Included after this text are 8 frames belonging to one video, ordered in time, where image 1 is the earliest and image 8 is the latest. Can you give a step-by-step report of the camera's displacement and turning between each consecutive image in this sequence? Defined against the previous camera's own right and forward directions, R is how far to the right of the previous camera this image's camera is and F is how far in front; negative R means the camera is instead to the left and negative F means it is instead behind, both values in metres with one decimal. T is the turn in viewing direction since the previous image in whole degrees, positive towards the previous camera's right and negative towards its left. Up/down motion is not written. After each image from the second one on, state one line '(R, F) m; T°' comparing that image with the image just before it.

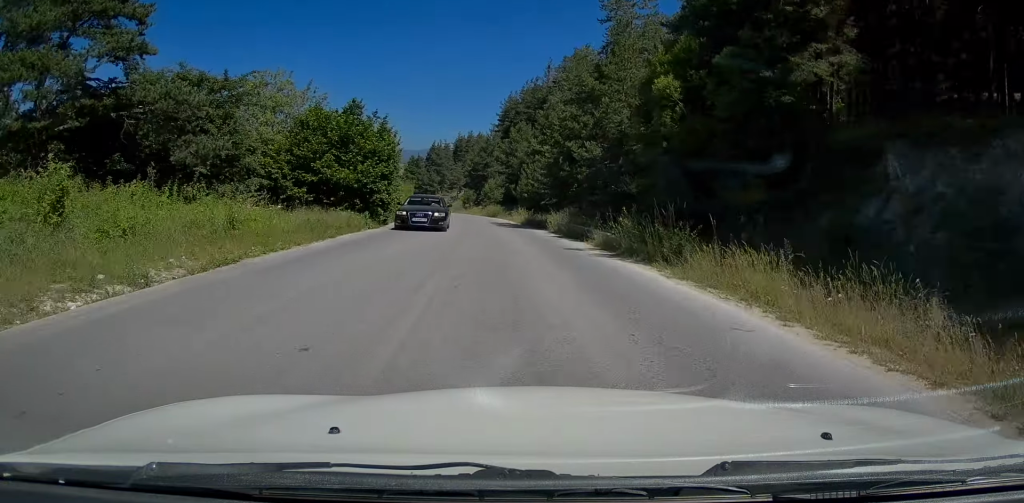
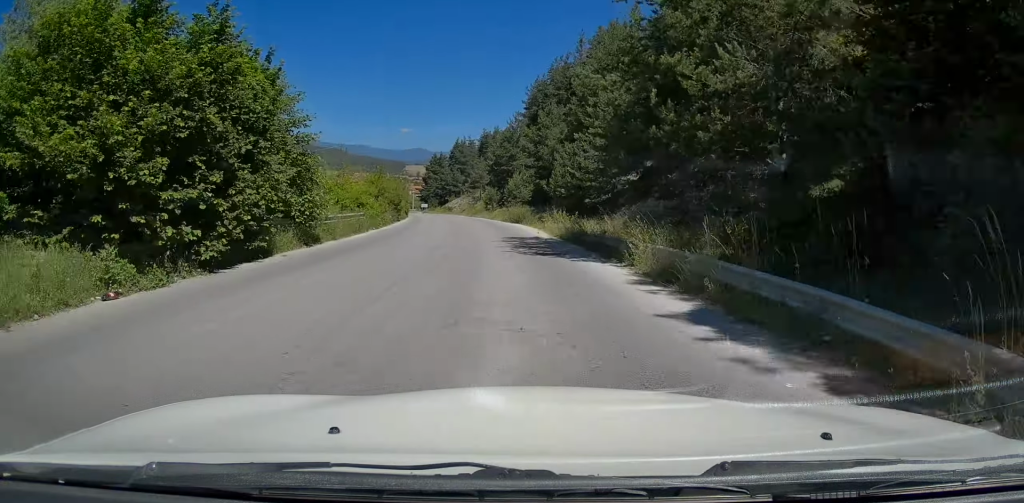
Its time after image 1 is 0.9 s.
(-0.4, +15.9) m; -3°
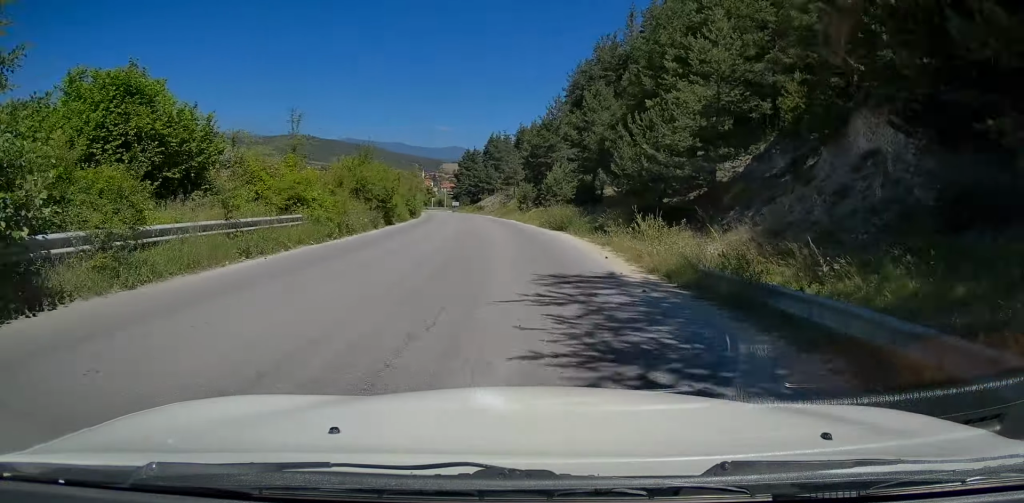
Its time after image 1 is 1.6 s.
(-0.3, +12.0) m; -2°
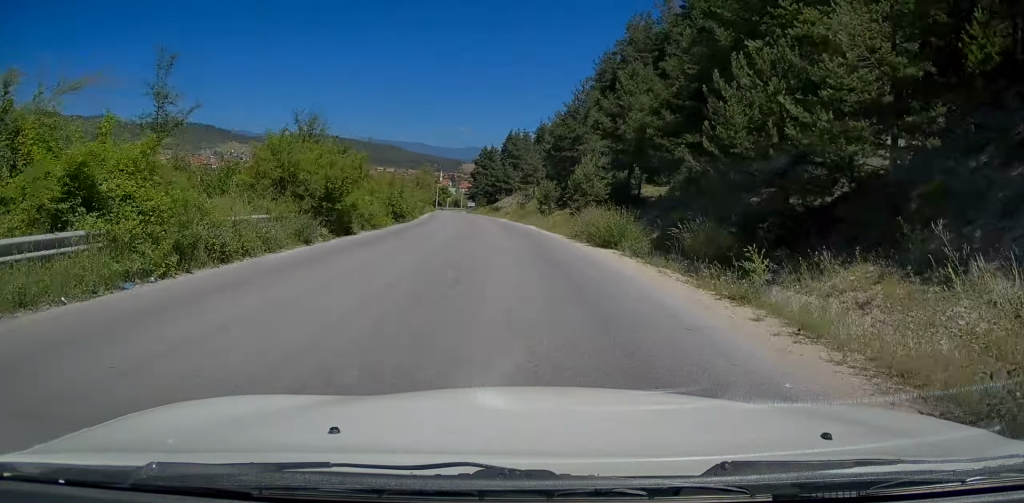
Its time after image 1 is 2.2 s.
(-0.1, +9.8) m; -2°
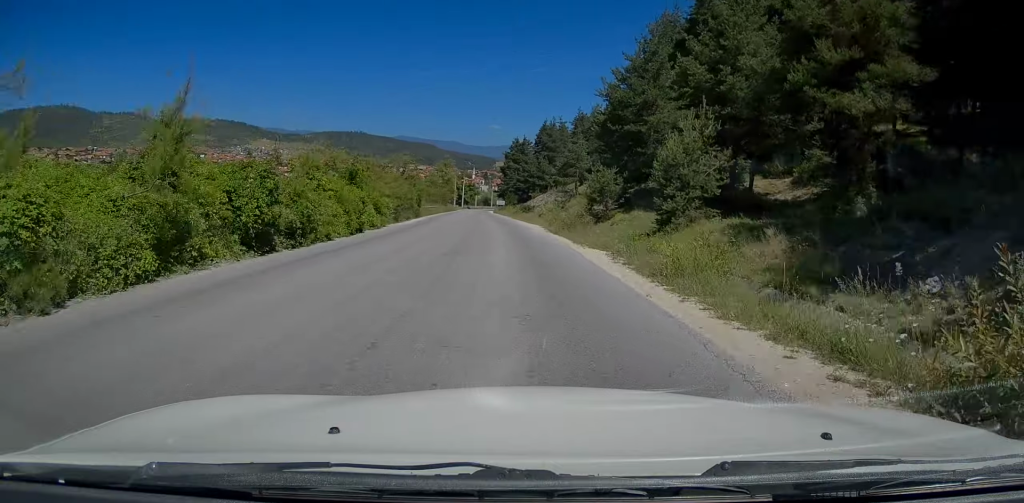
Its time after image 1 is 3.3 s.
(-0.7, +18.6) m; -4°
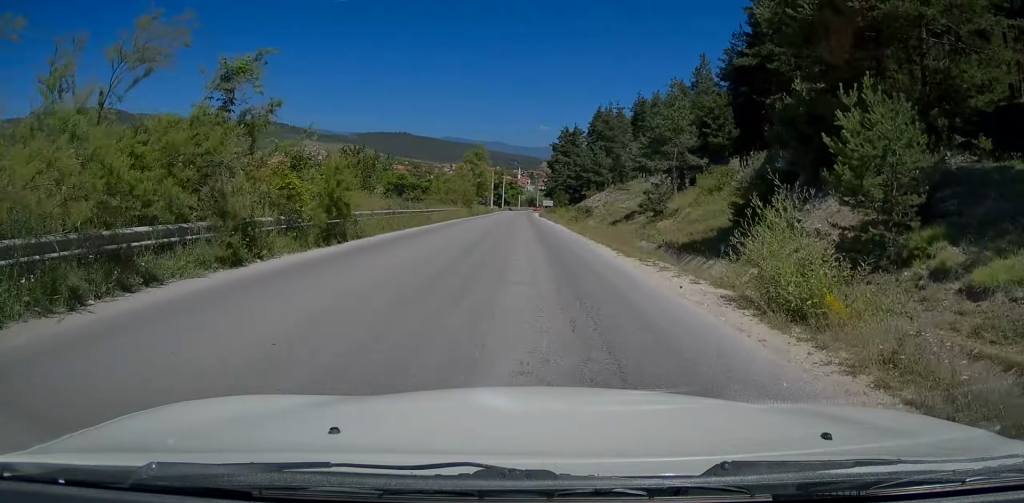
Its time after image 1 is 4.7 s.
(-1.3, +24.6) m; -4°
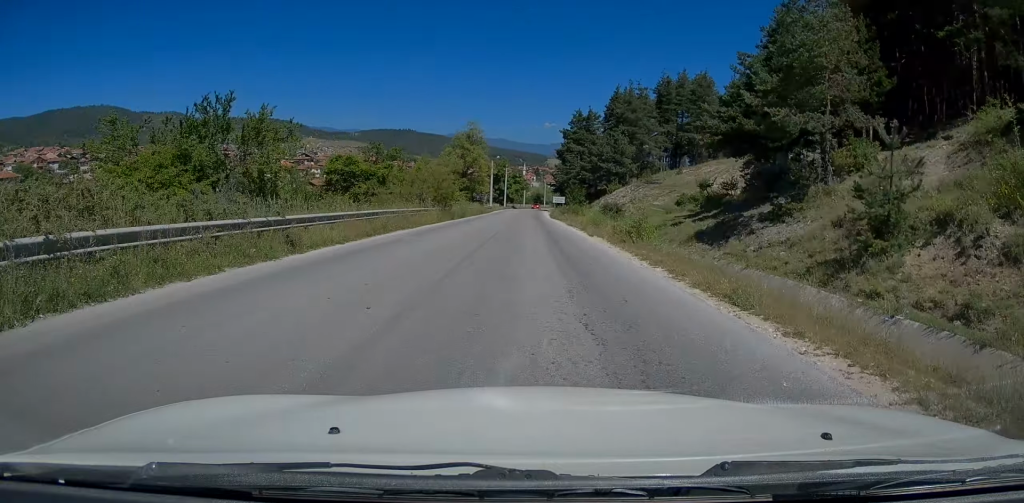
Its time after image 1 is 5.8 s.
(-0.2, +19.6) m; 0°
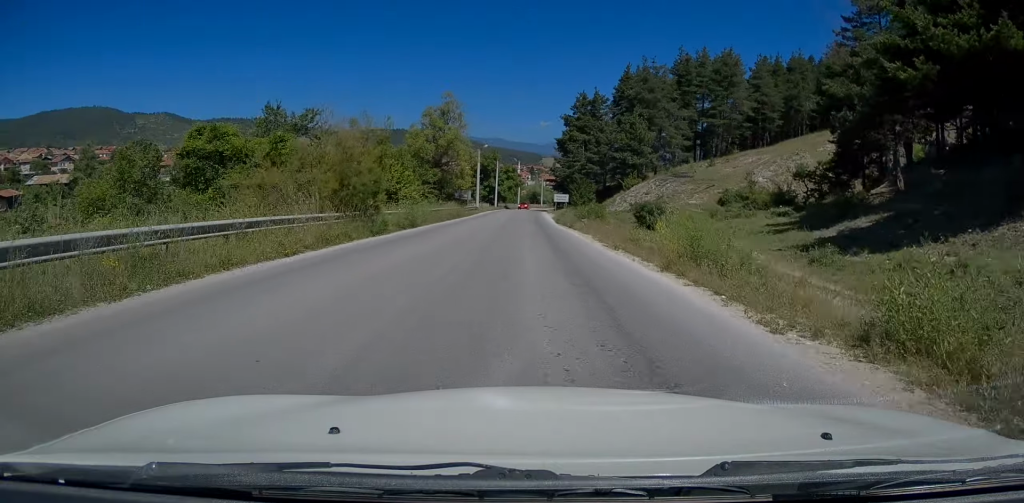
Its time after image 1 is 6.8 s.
(+0.2, +17.8) m; +1°
